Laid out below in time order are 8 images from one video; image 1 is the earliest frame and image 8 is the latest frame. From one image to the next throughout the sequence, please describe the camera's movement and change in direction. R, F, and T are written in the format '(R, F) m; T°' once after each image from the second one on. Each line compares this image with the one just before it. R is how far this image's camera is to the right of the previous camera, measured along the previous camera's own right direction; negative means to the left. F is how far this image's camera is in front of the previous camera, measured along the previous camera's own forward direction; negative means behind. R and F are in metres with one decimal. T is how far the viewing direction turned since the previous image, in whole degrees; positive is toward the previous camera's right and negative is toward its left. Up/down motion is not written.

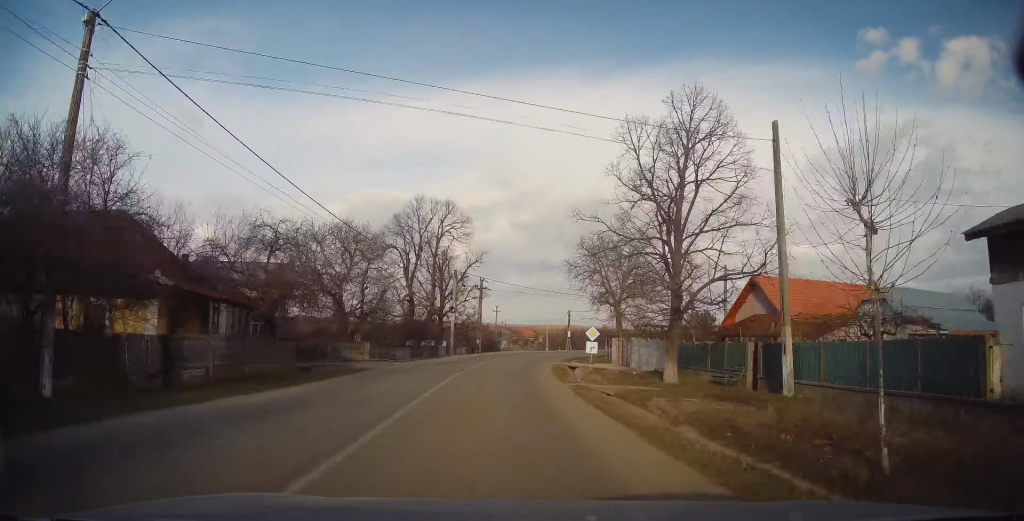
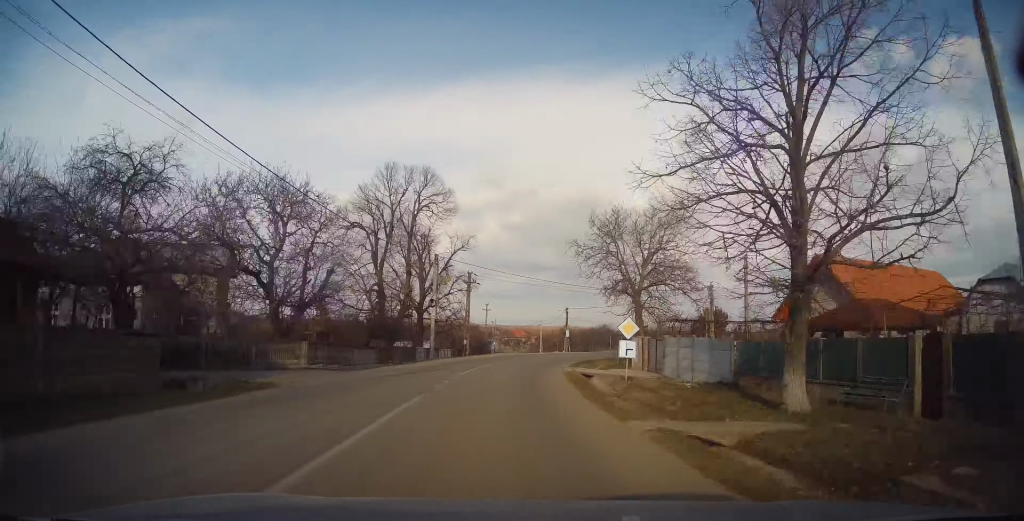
(0.0, +9.2) m; +2°
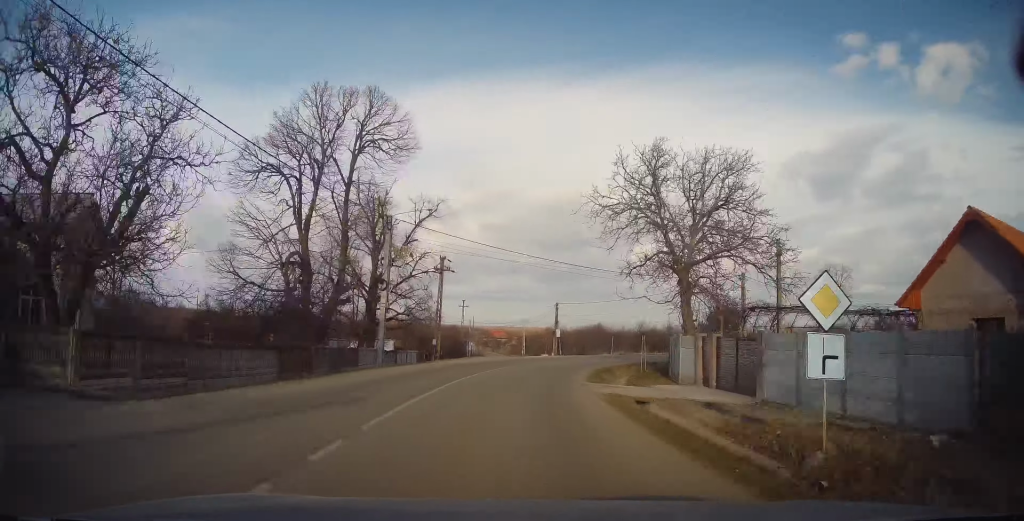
(0.0, +12.7) m; +4°
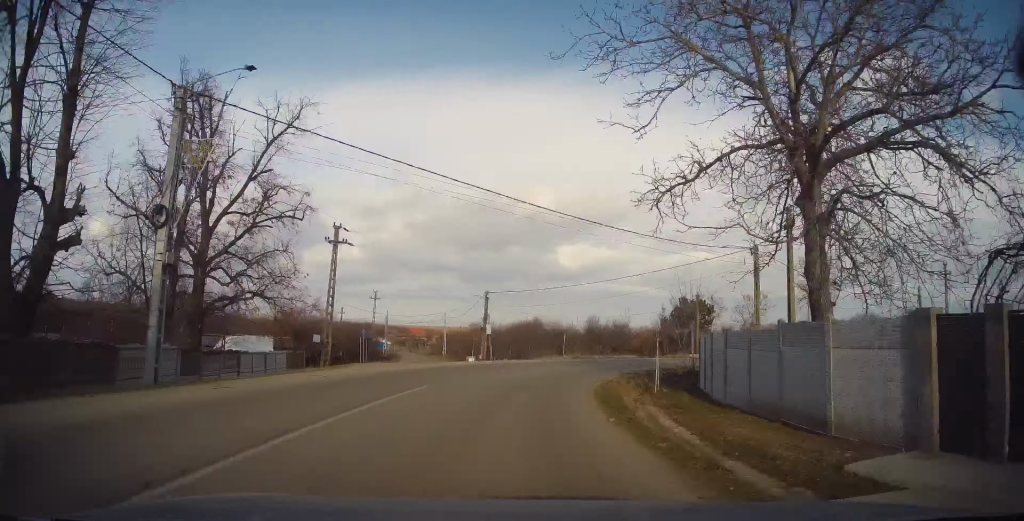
(+0.9, +14.2) m; +7°
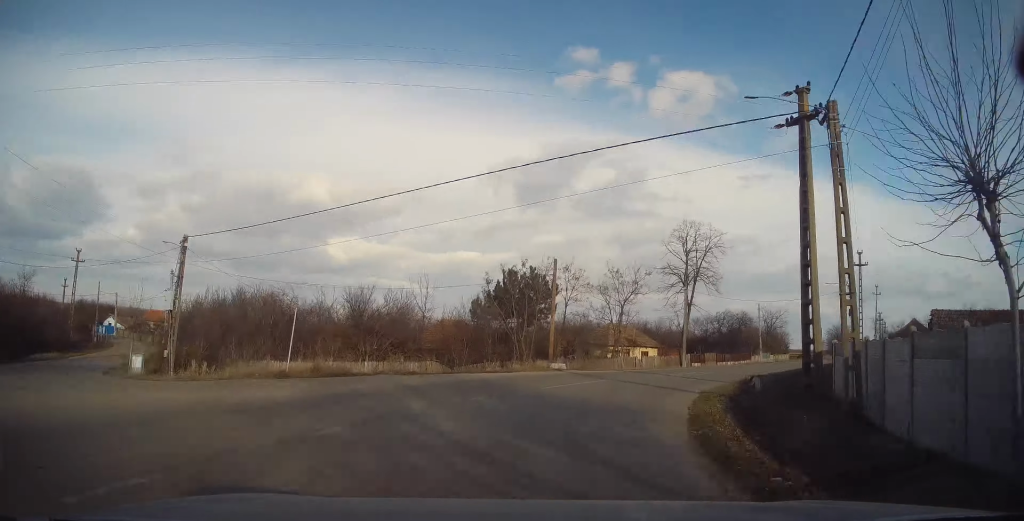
(+4.2, +24.2) m; +26°
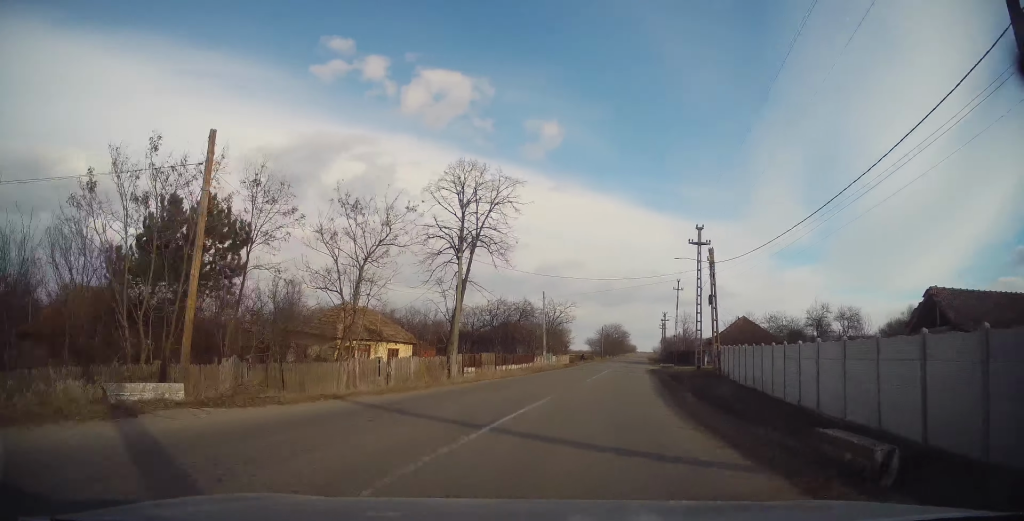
(+4.3, +18.0) m; +26°
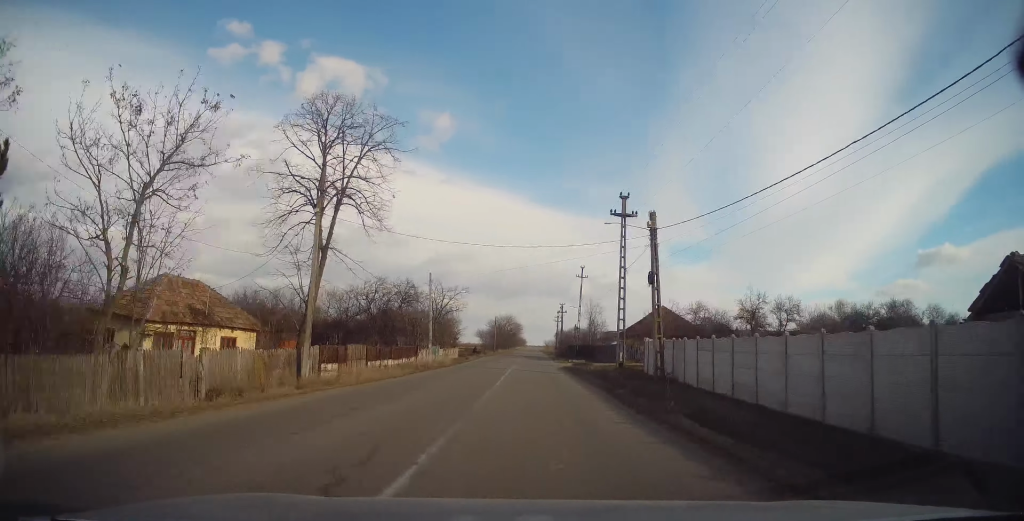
(+1.0, +8.9) m; +8°
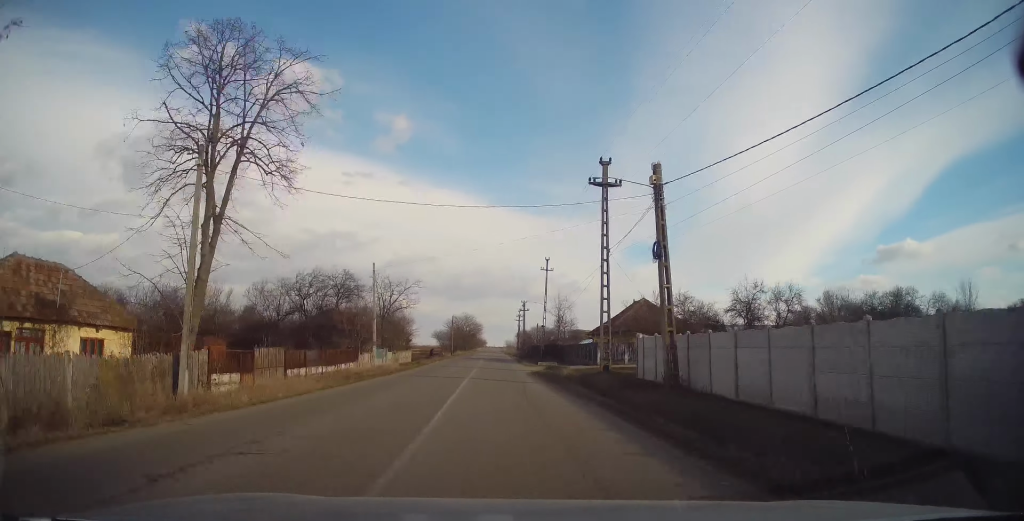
(+0.4, +7.2) m; +4°
